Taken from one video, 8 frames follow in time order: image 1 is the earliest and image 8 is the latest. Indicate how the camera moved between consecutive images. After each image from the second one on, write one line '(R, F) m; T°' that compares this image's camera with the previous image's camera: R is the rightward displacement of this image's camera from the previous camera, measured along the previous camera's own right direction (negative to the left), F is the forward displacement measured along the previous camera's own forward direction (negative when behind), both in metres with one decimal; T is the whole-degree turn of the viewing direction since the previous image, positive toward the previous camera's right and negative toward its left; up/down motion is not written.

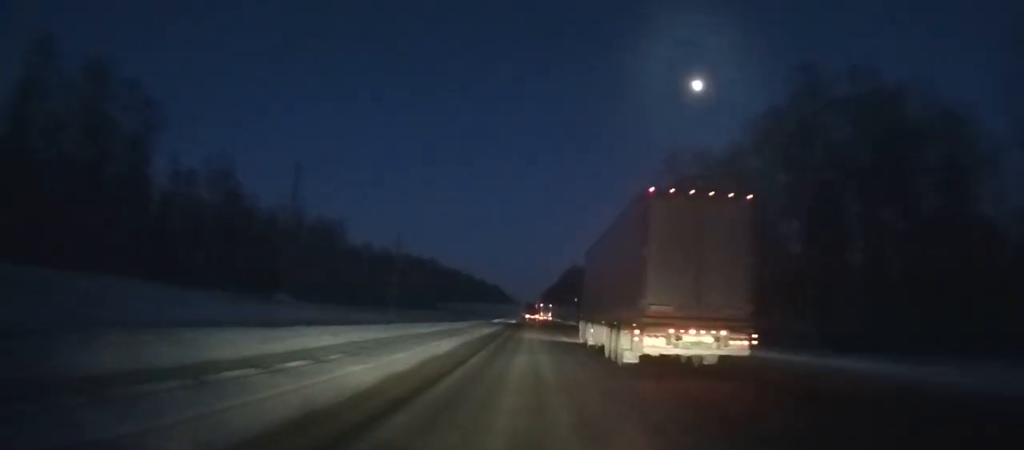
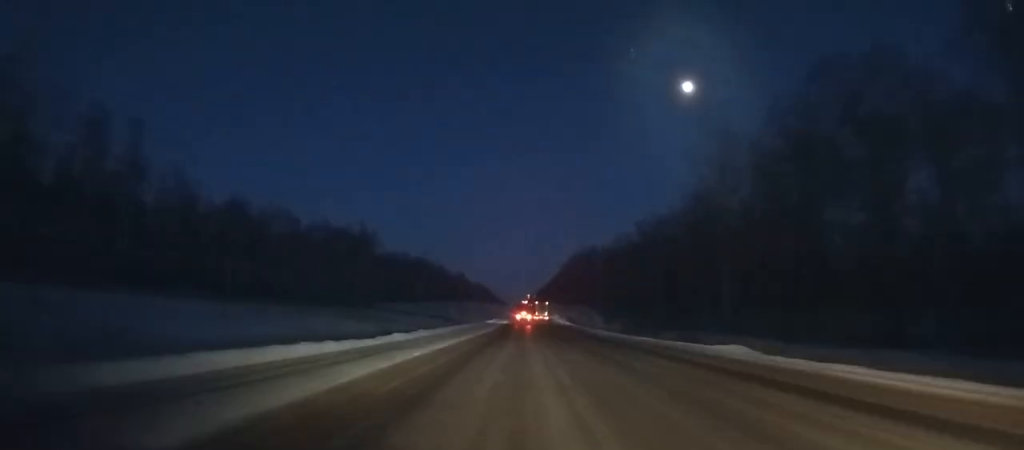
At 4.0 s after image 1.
(+0.4, +104.6) m; 0°
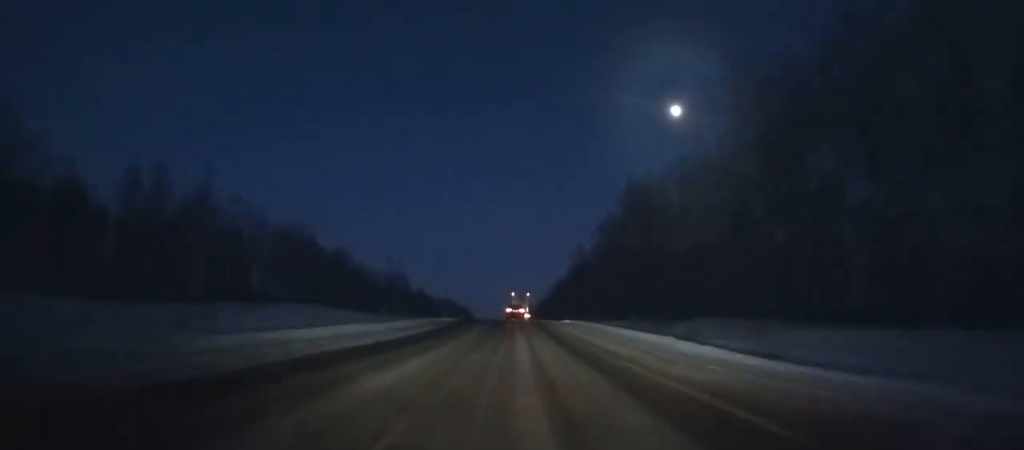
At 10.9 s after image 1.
(+2.2, +178.7) m; +1°
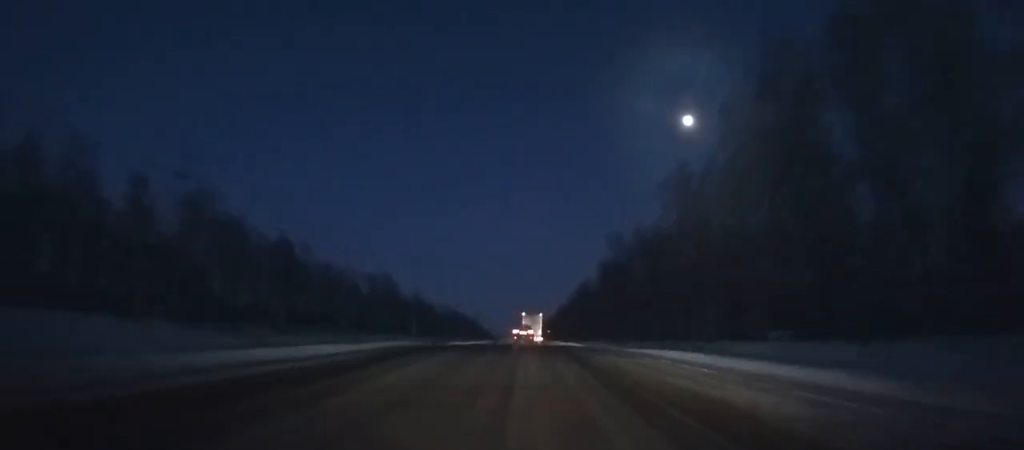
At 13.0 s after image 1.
(-0.2, +50.9) m; -1°
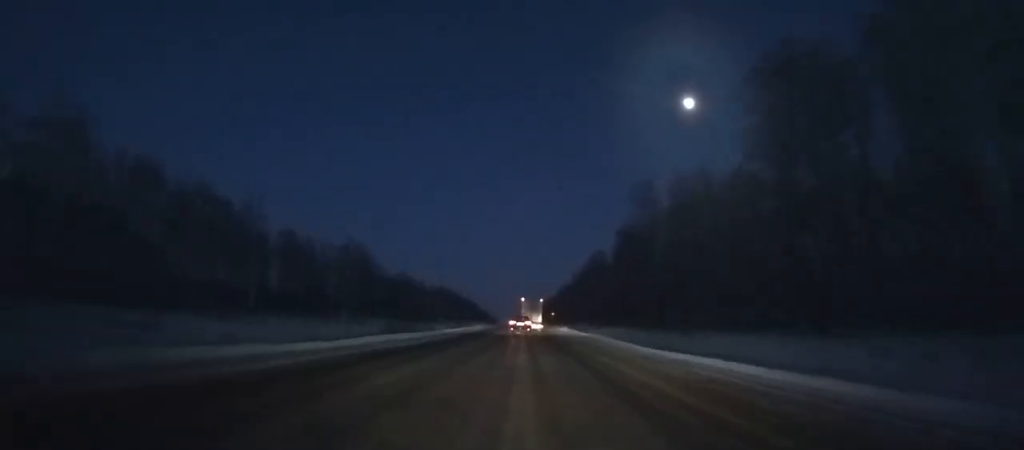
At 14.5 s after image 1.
(-0.1, +35.9) m; -1°
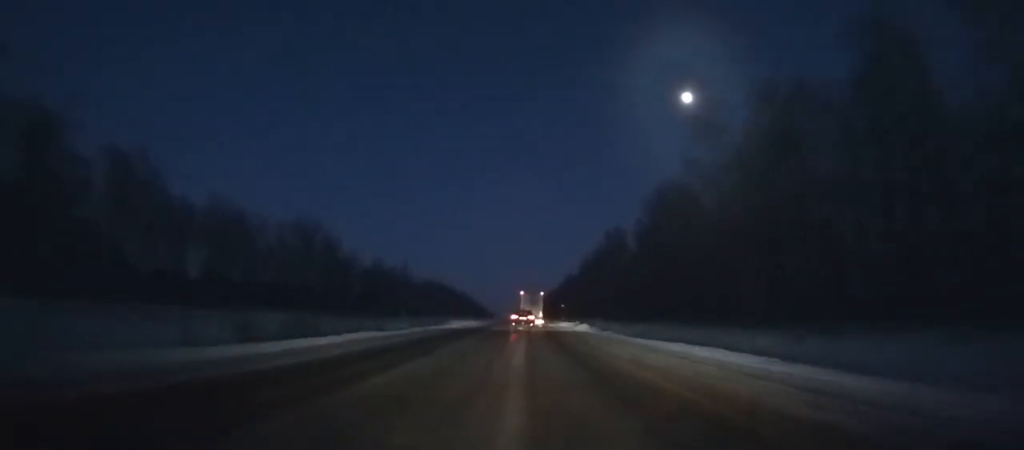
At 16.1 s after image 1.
(-0.3, +36.5) m; 0°
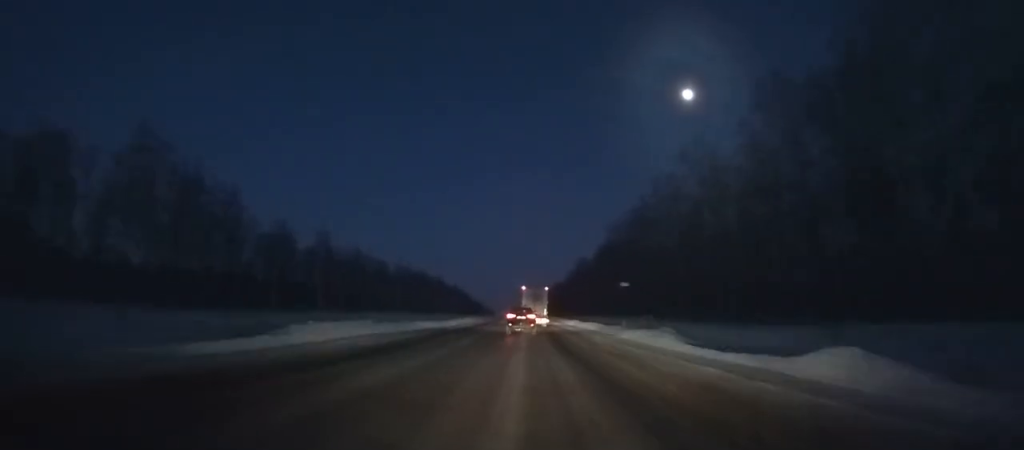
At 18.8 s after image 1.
(-0.1, +60.4) m; 0°
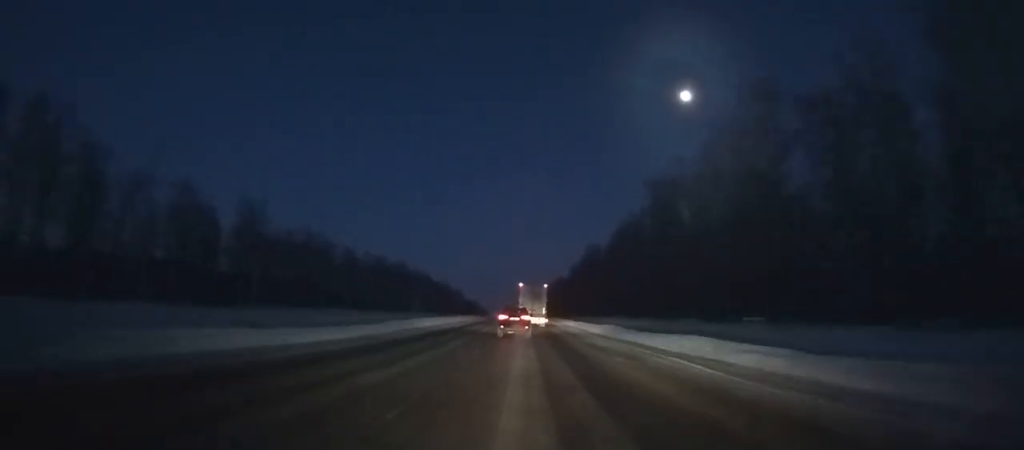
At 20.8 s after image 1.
(+0.1, +43.7) m; 0°
